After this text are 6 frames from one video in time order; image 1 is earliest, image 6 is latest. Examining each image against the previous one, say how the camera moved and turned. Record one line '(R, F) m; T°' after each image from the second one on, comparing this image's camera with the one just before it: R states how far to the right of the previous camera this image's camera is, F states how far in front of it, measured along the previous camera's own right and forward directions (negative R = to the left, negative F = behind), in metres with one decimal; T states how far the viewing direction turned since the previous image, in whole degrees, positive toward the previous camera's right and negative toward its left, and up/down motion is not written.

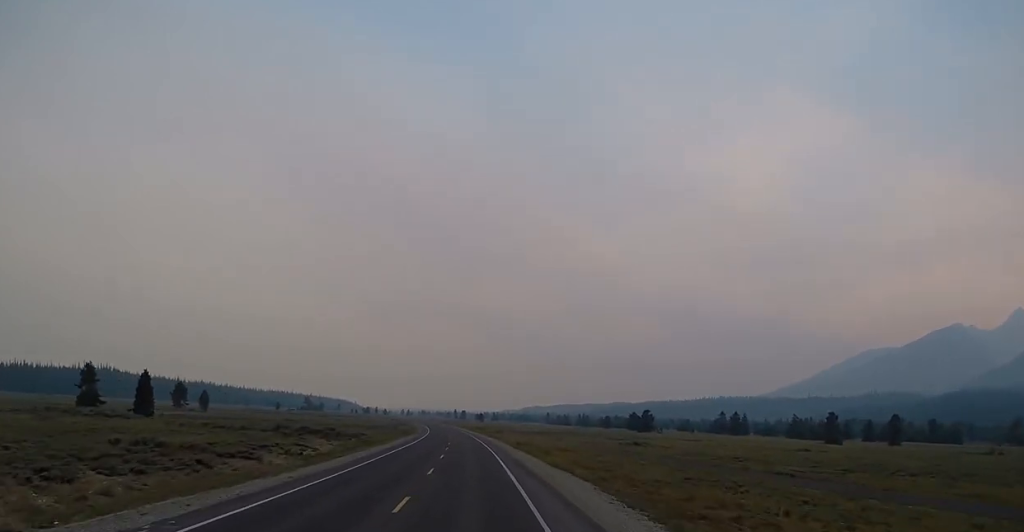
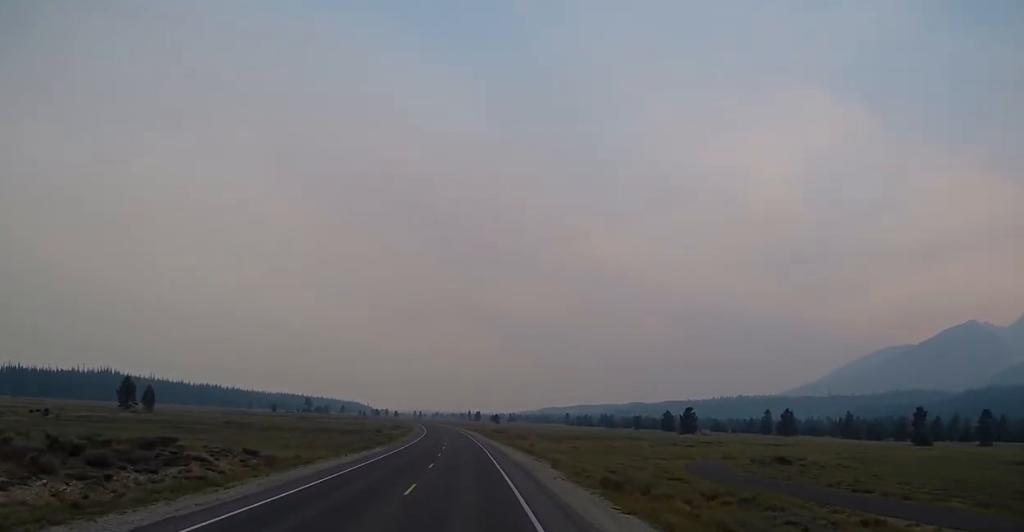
(-1.0, +44.7) m; -2°
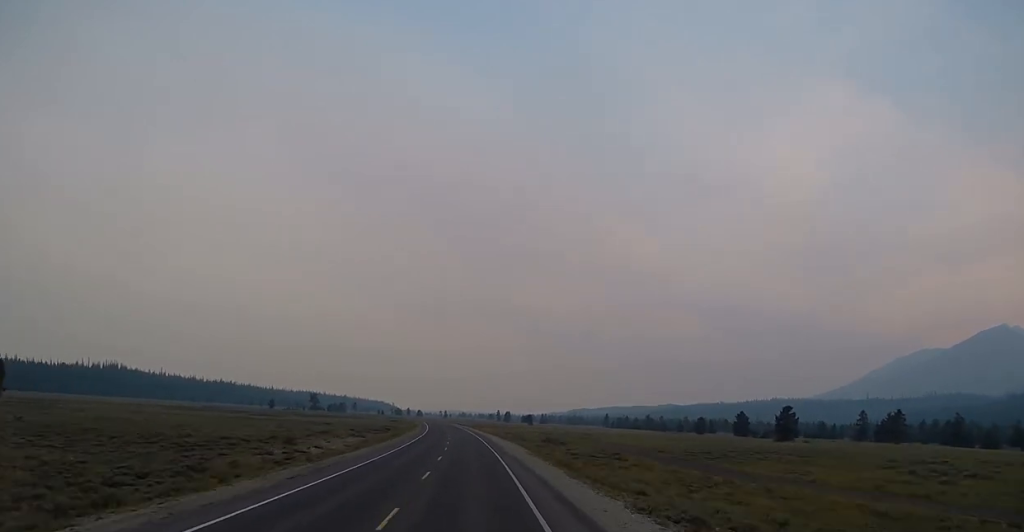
(-1.4, +67.3) m; -2°
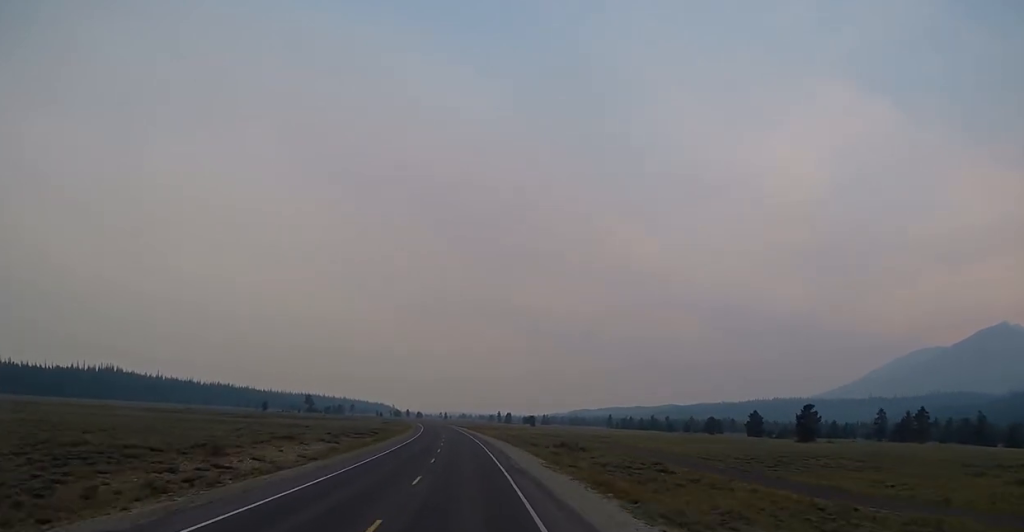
(-0.1, +14.9) m; 0°
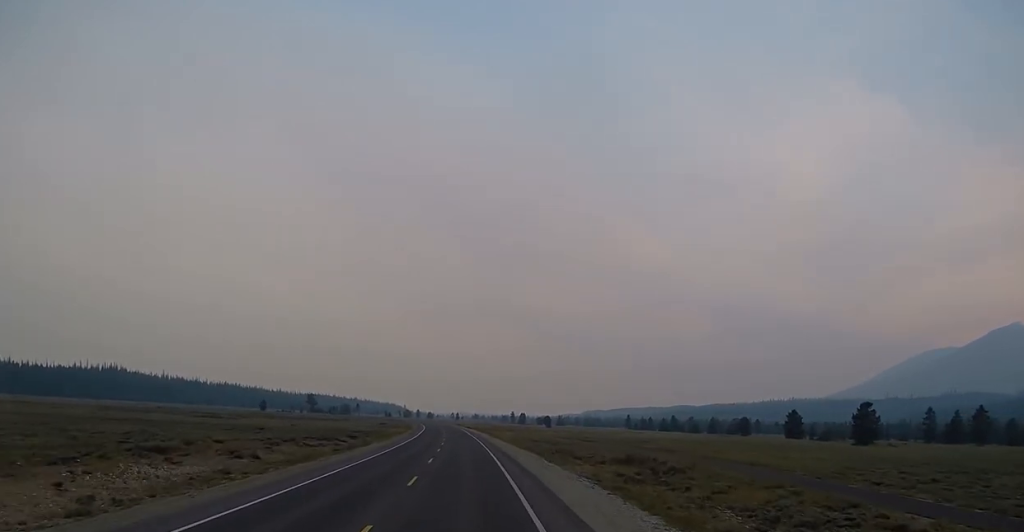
(+0.2, +25.0) m; -1°
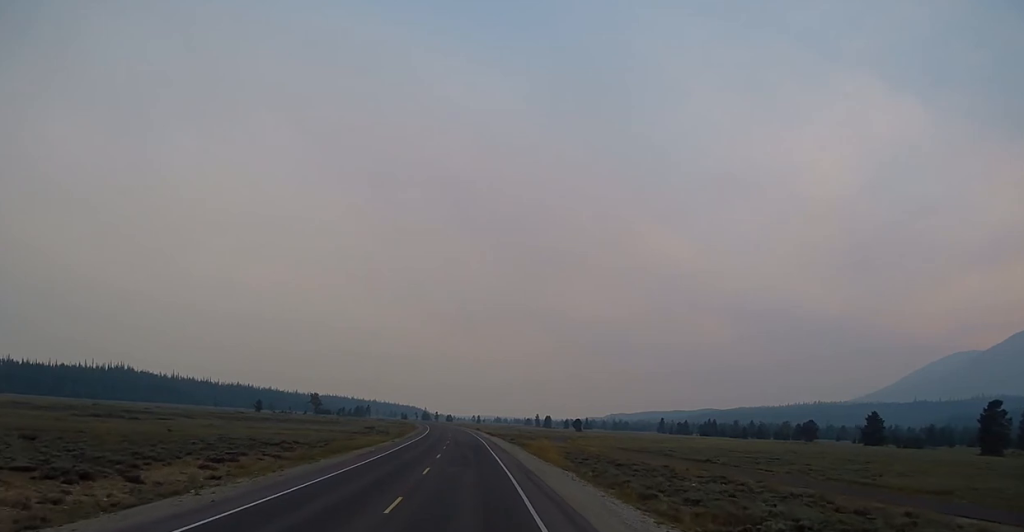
(-1.0, +41.6) m; -2°
